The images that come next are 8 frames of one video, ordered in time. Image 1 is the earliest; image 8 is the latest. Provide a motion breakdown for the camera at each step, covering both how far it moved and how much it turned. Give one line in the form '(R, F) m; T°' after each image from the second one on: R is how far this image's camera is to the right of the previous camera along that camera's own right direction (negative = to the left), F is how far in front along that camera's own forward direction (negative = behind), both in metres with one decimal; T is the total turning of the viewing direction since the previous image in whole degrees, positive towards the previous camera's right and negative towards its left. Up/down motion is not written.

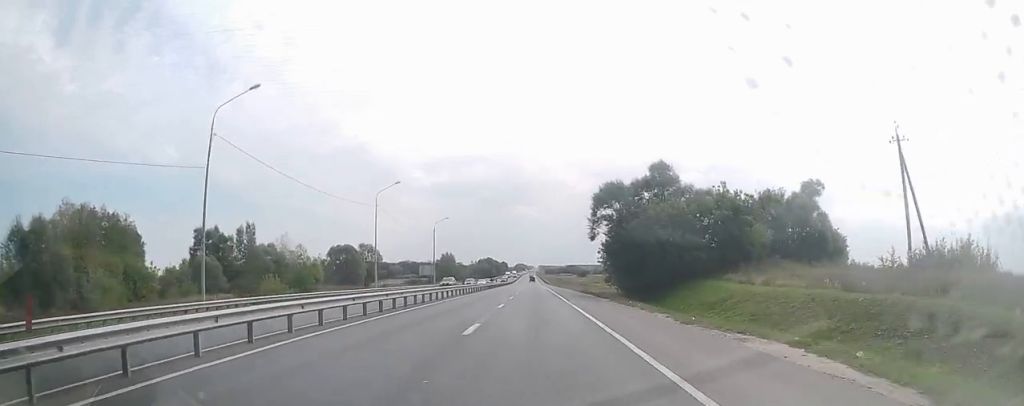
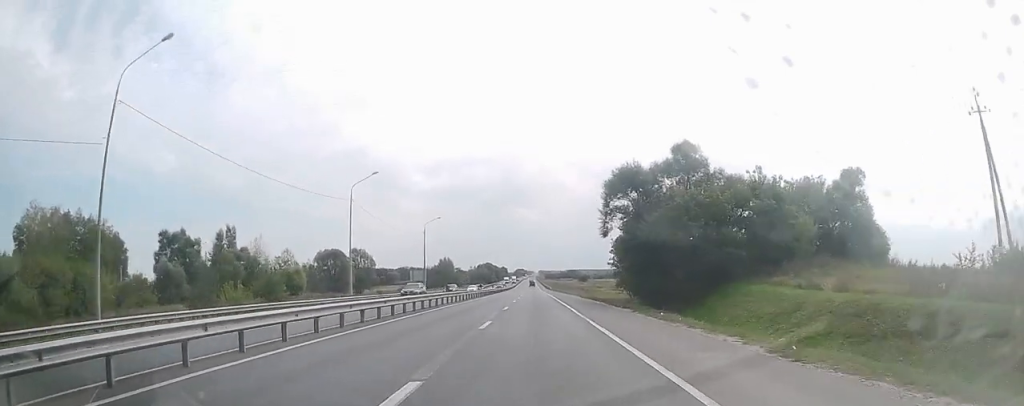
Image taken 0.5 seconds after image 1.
(0.0, +8.4) m; +1°
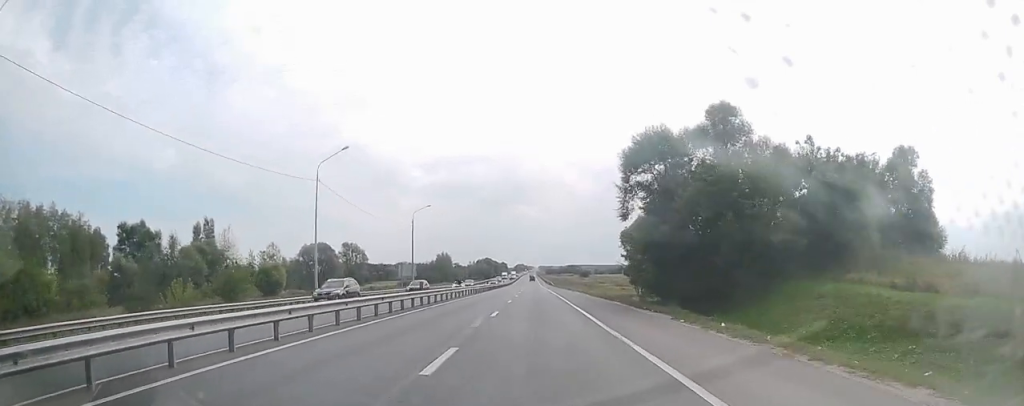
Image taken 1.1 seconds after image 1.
(+0.3, +8.5) m; 0°
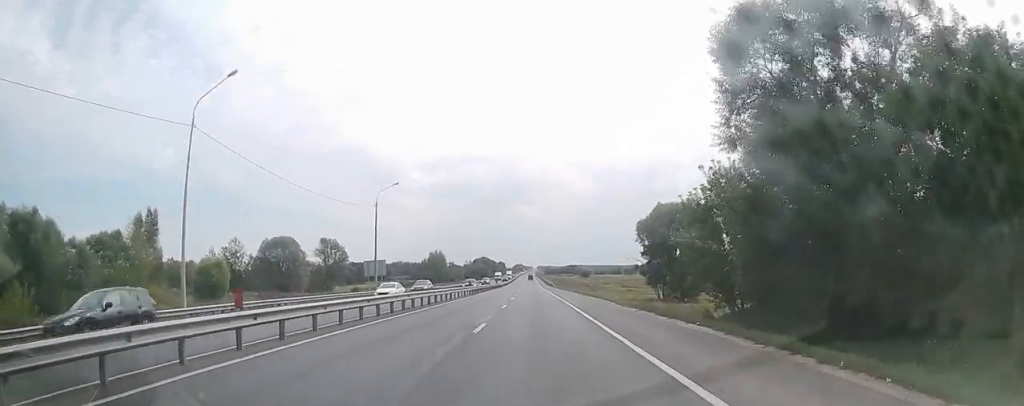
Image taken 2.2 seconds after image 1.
(-0.2, +17.7) m; -1°
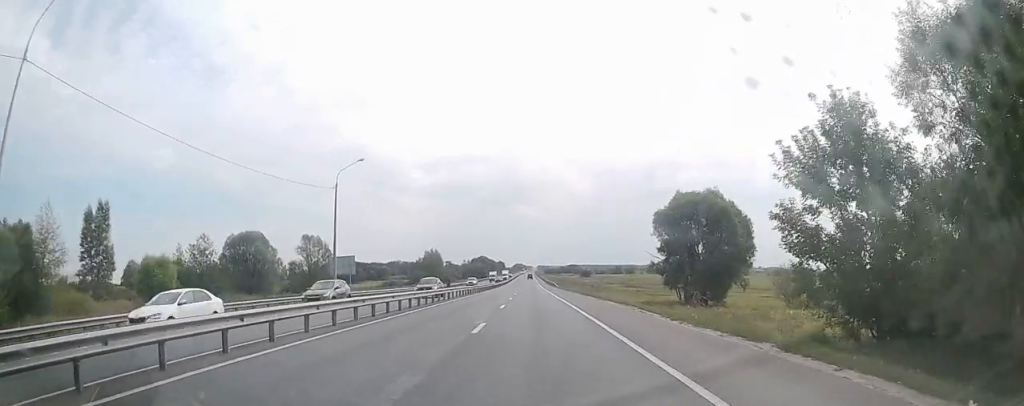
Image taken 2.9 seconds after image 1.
(0.0, +12.4) m; 0°
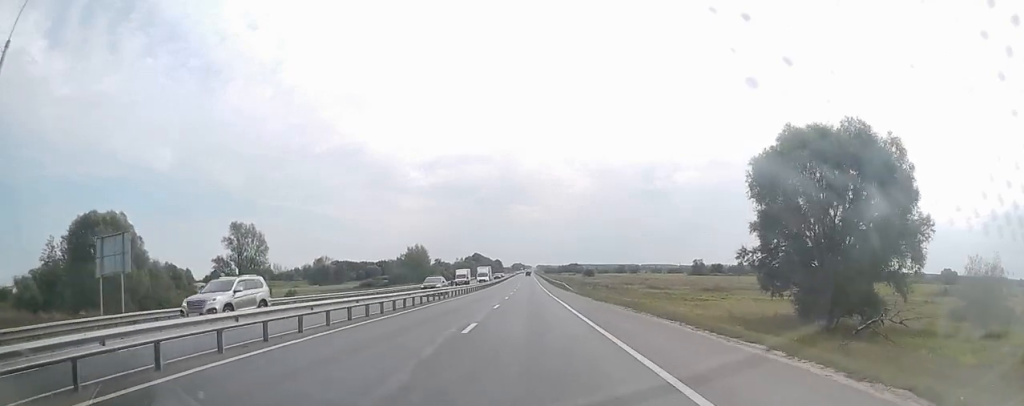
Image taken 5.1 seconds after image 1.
(+0.2, +35.5) m; 0°
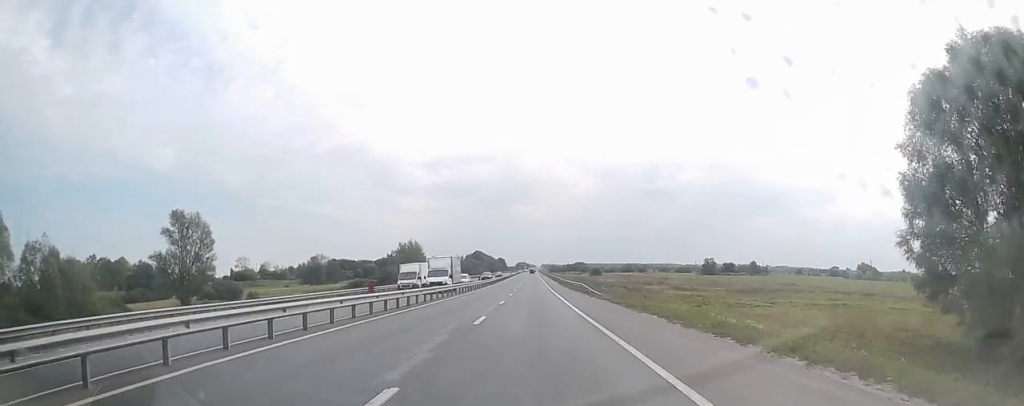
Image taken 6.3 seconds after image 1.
(+0.1, +21.7) m; 0°
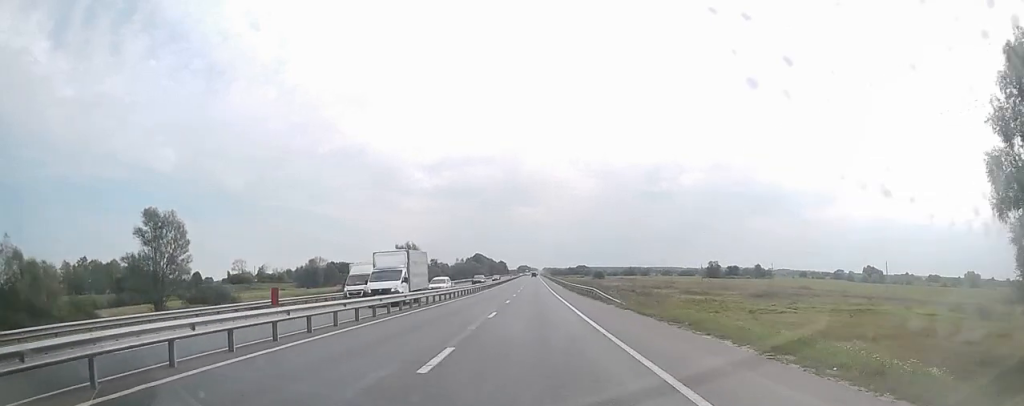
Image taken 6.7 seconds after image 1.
(-0.1, +8.1) m; 0°
